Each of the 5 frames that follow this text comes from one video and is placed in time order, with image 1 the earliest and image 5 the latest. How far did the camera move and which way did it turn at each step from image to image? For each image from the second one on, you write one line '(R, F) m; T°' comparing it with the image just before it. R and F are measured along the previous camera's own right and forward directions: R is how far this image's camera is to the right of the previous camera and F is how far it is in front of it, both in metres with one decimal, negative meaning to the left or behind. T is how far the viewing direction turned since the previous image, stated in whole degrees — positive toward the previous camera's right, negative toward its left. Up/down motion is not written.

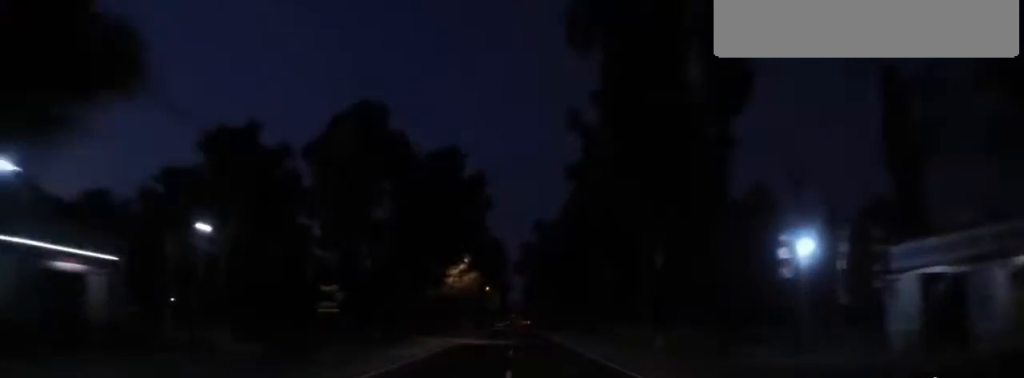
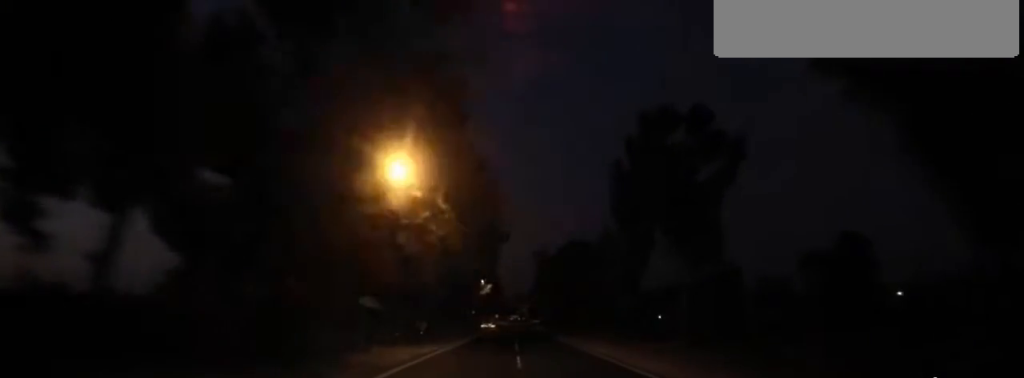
(-1.5, +67.7) m; 0°
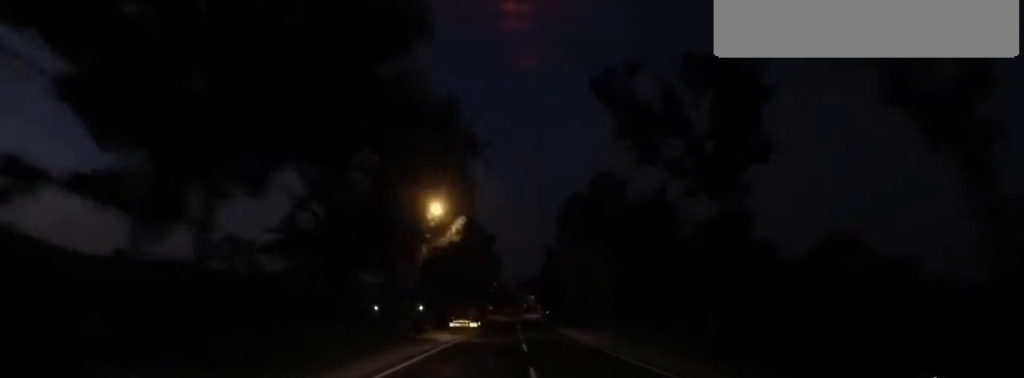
(-0.7, +43.6) m; -1°
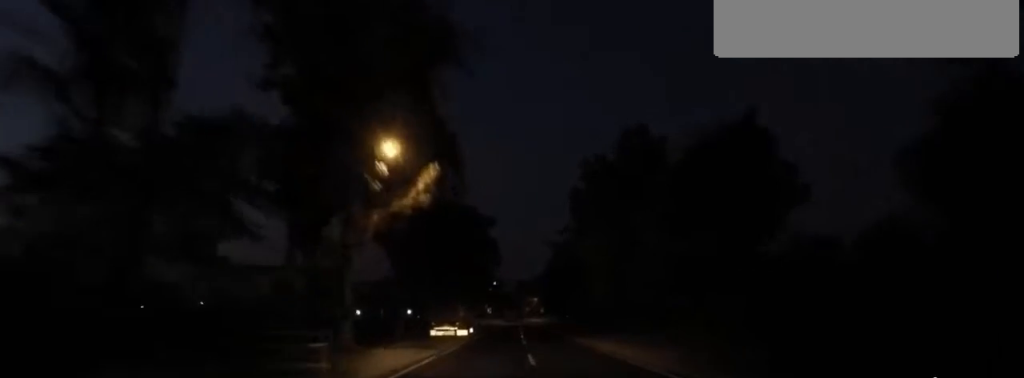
(0.0, +10.1) m; 0°
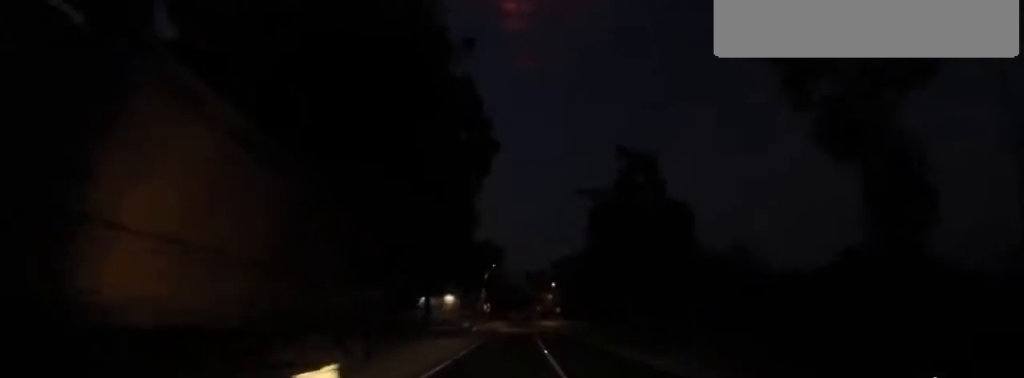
(0.0, +28.7) m; 0°
